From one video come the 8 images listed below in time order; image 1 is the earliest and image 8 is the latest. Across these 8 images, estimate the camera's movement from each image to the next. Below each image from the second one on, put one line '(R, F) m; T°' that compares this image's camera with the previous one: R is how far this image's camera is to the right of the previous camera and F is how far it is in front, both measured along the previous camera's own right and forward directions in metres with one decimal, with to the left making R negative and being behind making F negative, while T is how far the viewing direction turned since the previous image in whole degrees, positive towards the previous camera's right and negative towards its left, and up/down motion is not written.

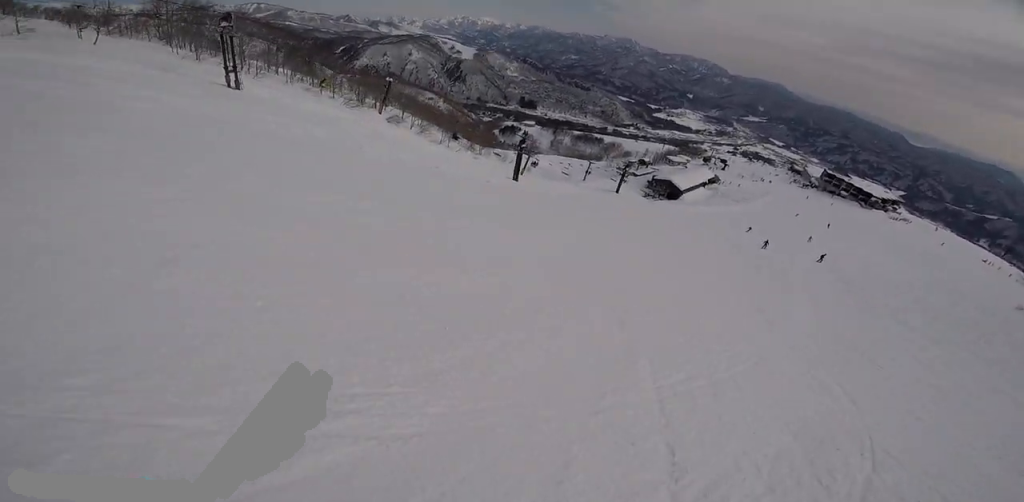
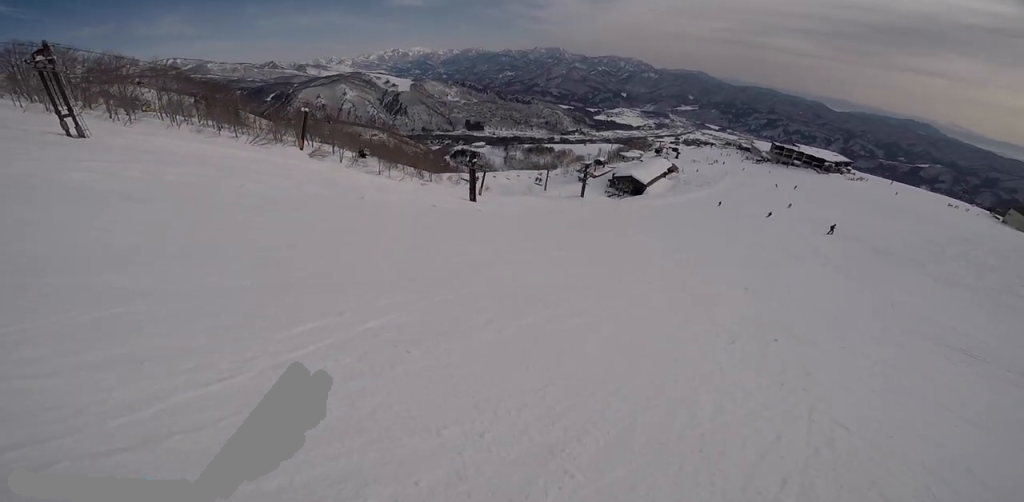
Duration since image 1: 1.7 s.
(-1.1, +9.1) m; +9°
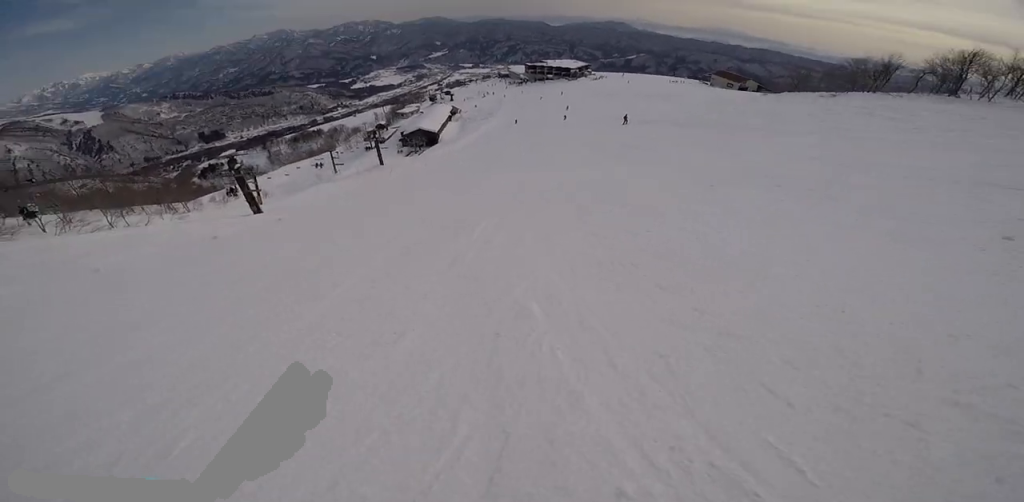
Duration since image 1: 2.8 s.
(+1.8, +5.6) m; +34°
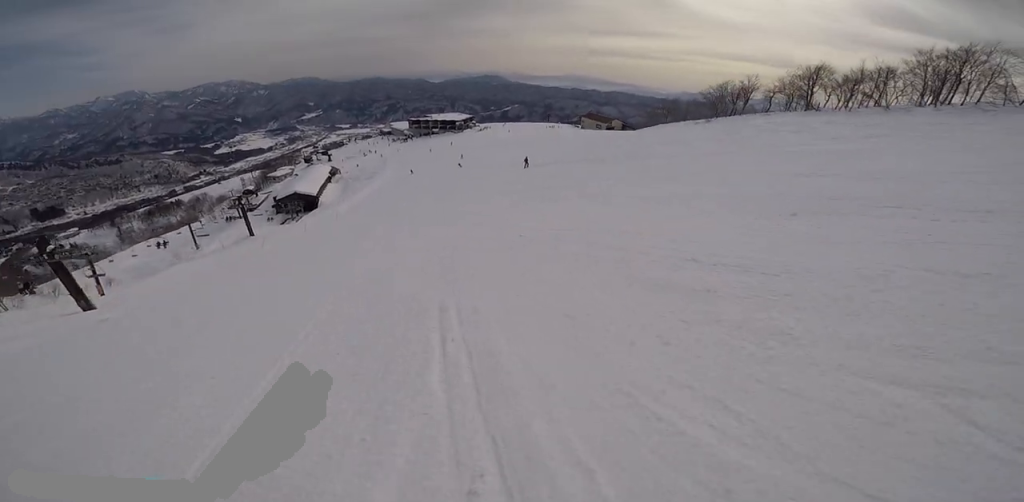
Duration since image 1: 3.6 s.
(+1.2, +5.3) m; +14°
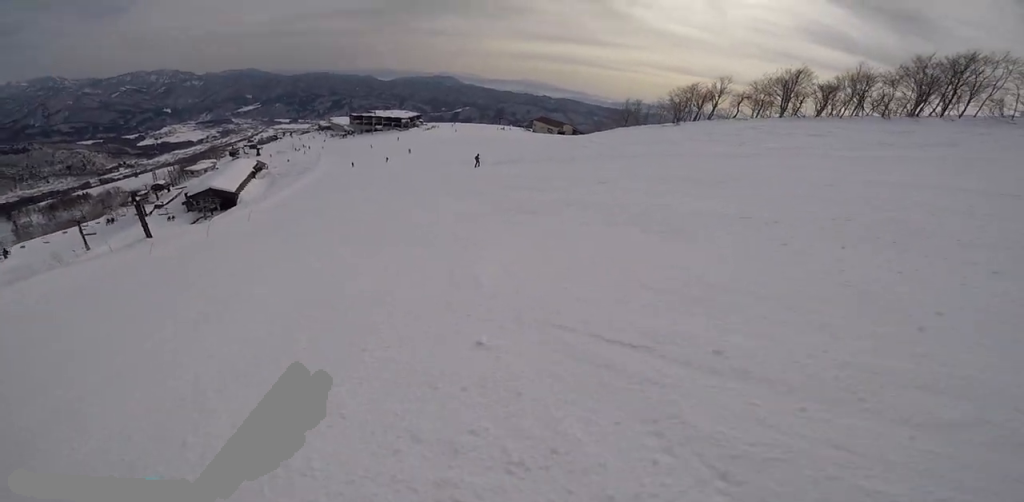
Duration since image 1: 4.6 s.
(+0.3, +6.2) m; 0°
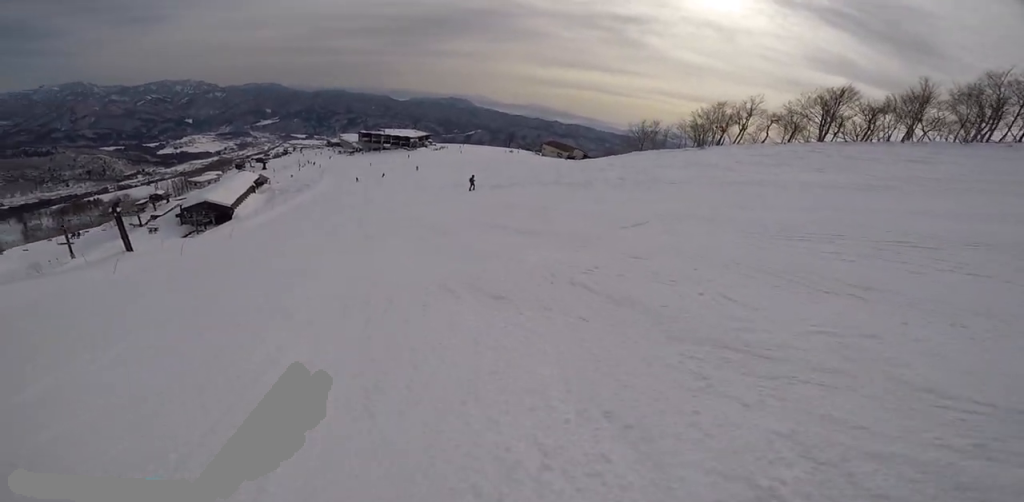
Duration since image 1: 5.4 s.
(-0.4, +5.5) m; 0°
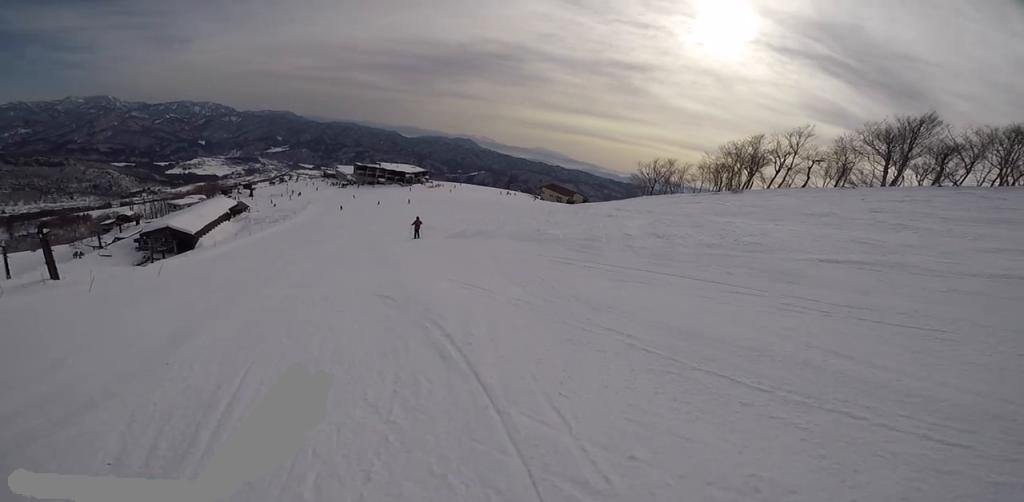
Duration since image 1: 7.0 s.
(+0.8, +9.8) m; -5°
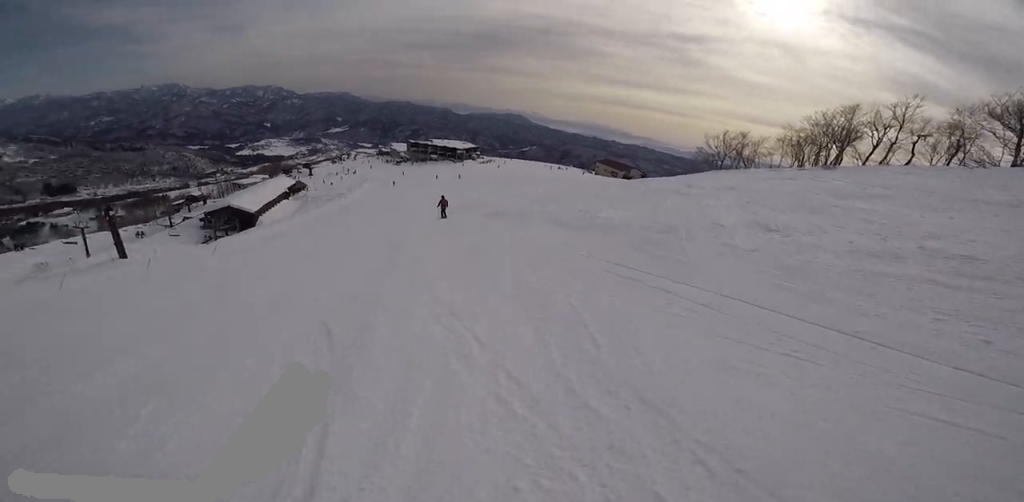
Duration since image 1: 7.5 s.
(+0.2, +3.0) m; -10°
